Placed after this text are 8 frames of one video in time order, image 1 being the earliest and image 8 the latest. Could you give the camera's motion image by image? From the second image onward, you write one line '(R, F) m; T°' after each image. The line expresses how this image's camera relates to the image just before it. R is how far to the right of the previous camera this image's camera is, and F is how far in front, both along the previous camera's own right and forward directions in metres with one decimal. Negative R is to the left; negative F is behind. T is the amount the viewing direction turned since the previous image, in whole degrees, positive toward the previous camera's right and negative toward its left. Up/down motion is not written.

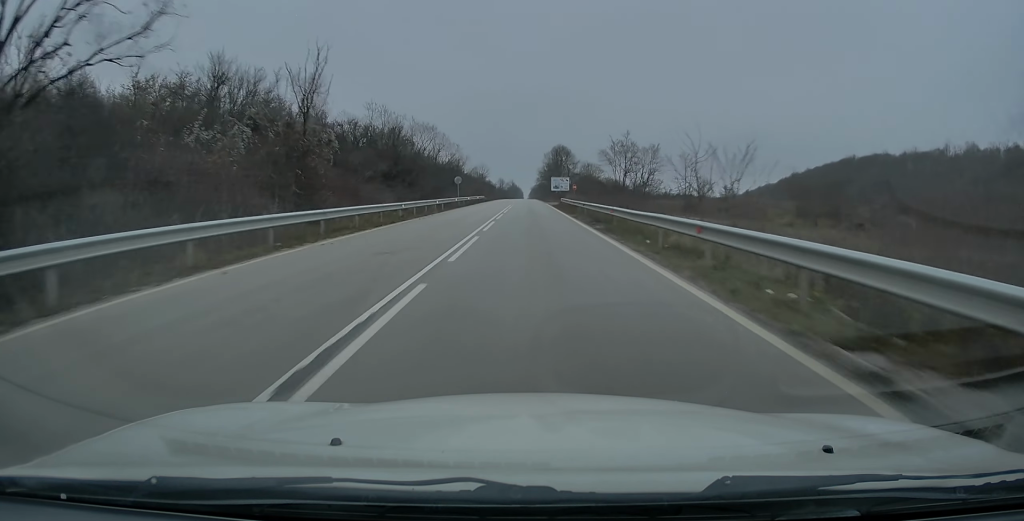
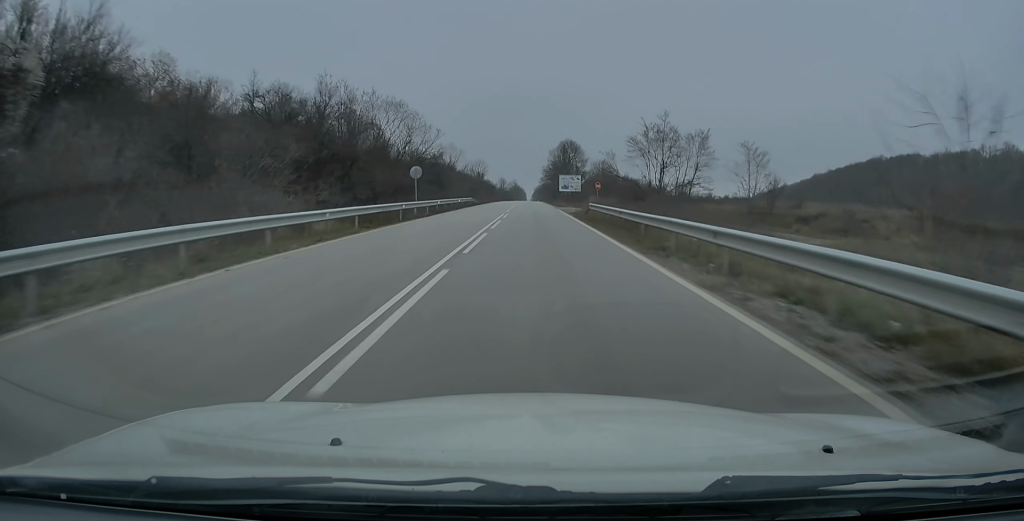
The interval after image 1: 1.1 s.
(0.0, +24.6) m; -1°
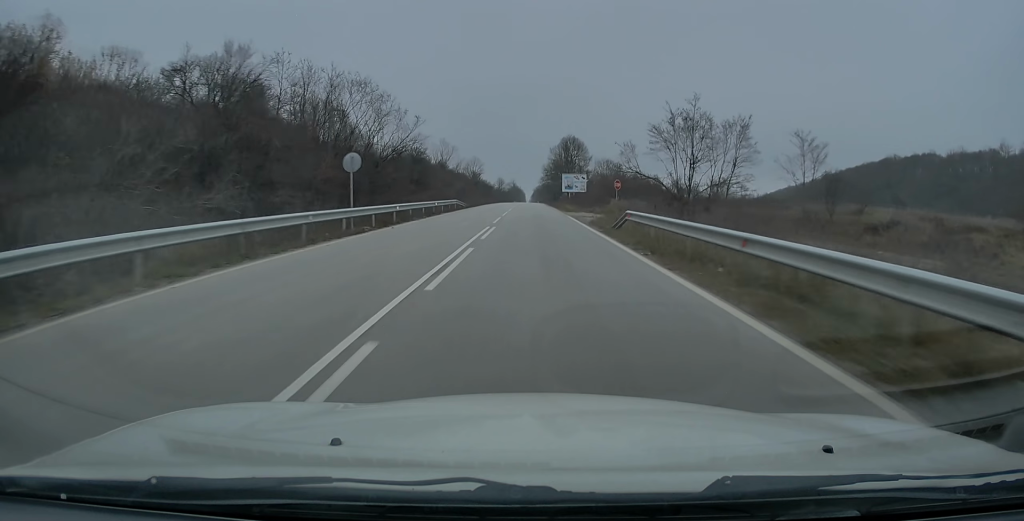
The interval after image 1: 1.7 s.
(-0.2, +13.4) m; 0°
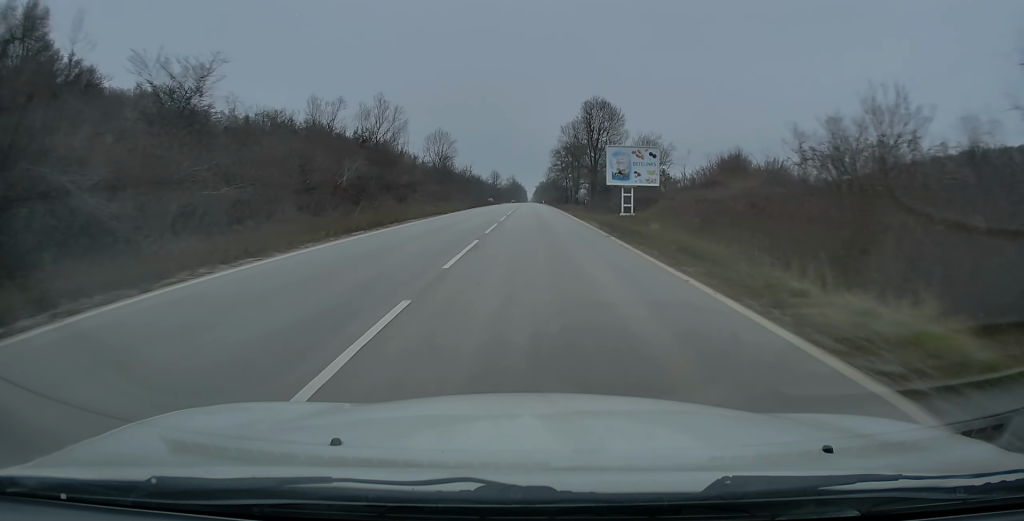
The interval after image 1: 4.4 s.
(+0.9, +61.0) m; +1°
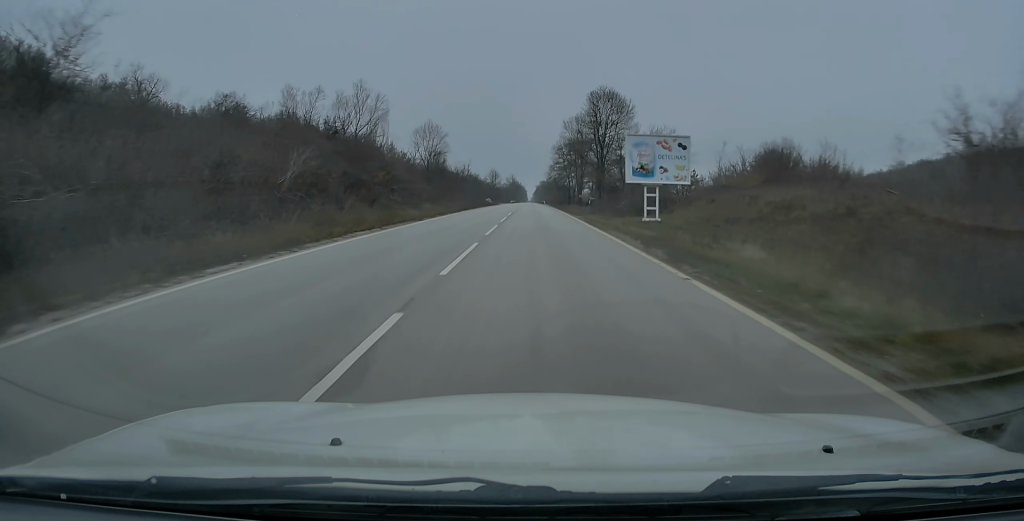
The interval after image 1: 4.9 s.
(0.0, +9.6) m; 0°
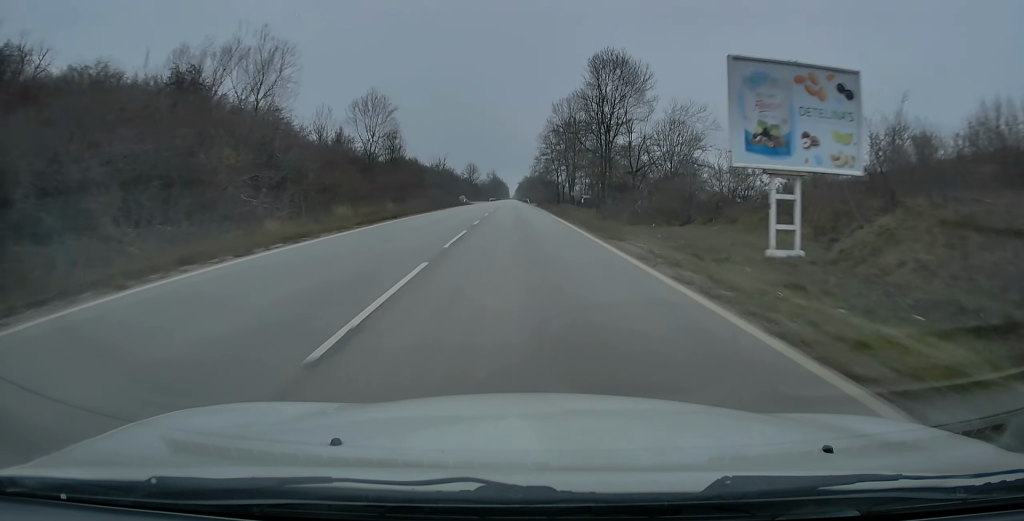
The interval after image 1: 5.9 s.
(0.0, +23.0) m; 0°
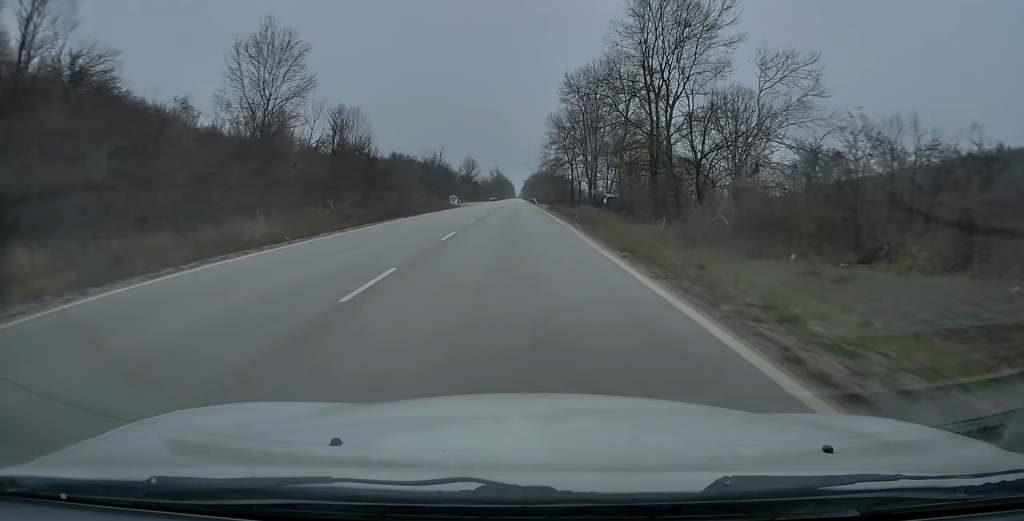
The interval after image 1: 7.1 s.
(+0.1, +25.9) m; 0°
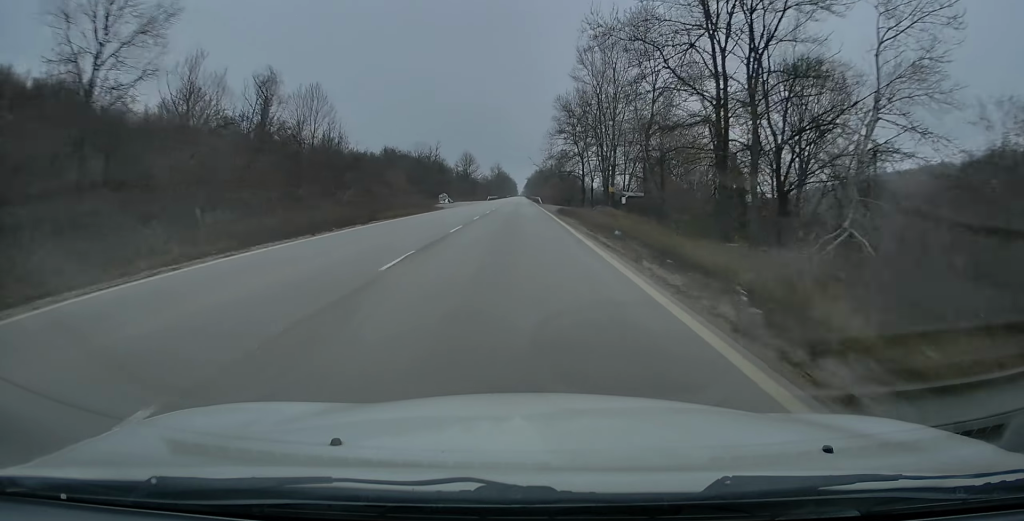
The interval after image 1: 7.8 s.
(0.0, +15.4) m; 0°
